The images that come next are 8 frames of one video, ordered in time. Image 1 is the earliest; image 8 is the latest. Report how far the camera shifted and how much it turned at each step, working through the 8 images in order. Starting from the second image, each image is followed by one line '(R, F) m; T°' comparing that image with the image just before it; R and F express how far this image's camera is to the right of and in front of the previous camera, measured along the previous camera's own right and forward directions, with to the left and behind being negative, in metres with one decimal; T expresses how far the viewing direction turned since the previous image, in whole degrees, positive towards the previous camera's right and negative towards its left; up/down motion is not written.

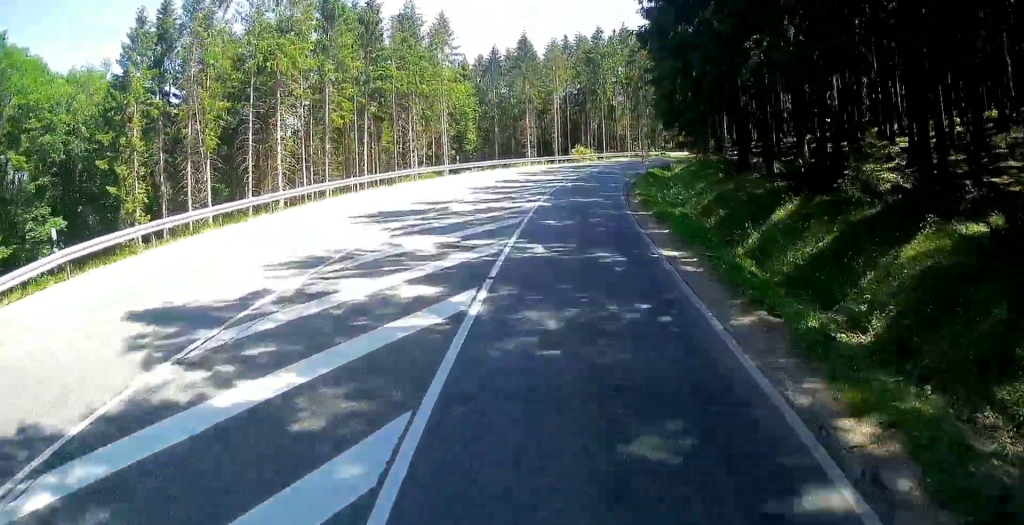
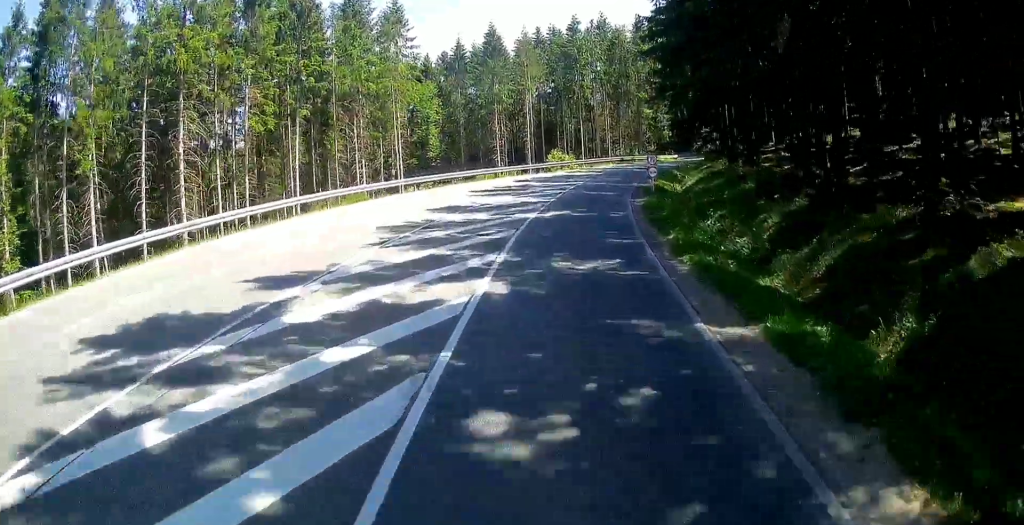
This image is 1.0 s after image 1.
(0.0, +12.0) m; 0°
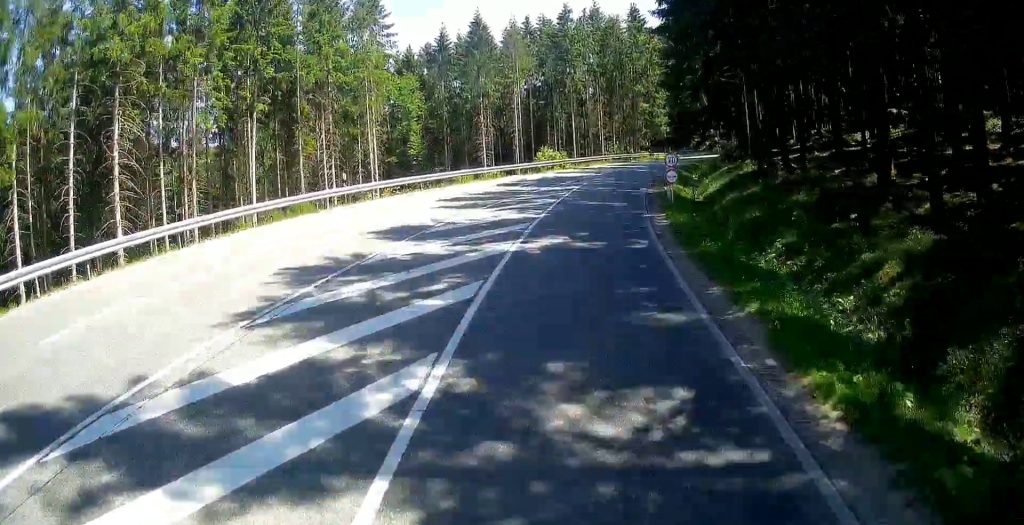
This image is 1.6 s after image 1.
(0.0, +6.5) m; 0°
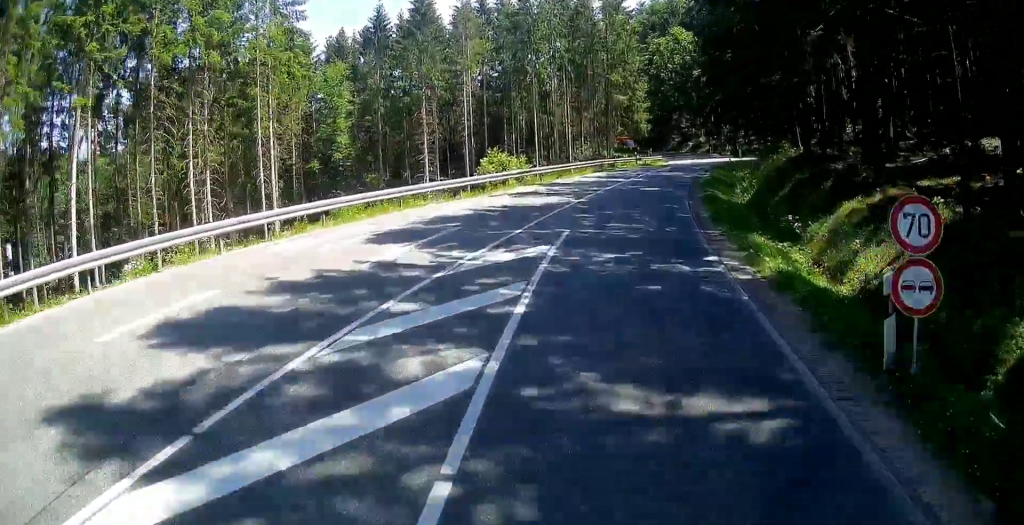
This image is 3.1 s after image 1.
(0.0, +16.8) m; 0°
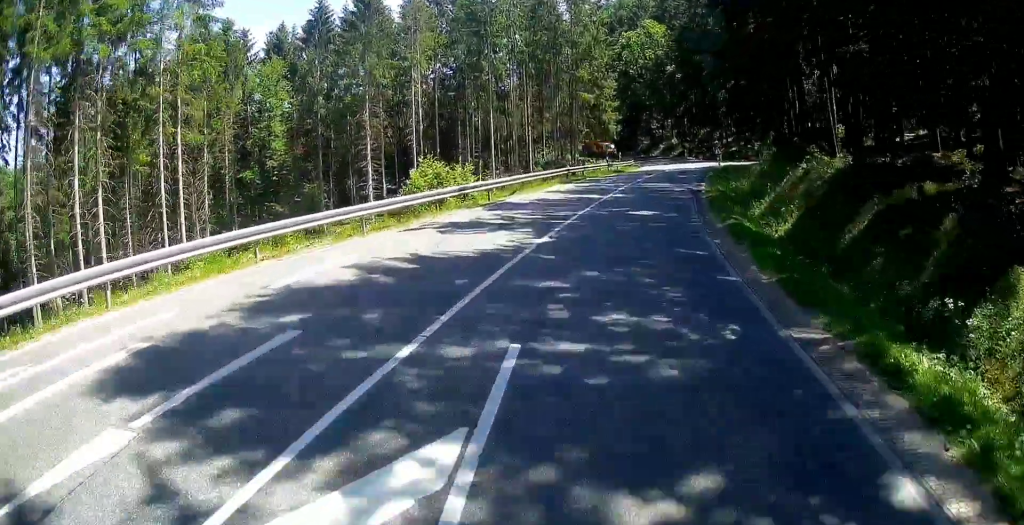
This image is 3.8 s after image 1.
(0.0, +7.8) m; 0°
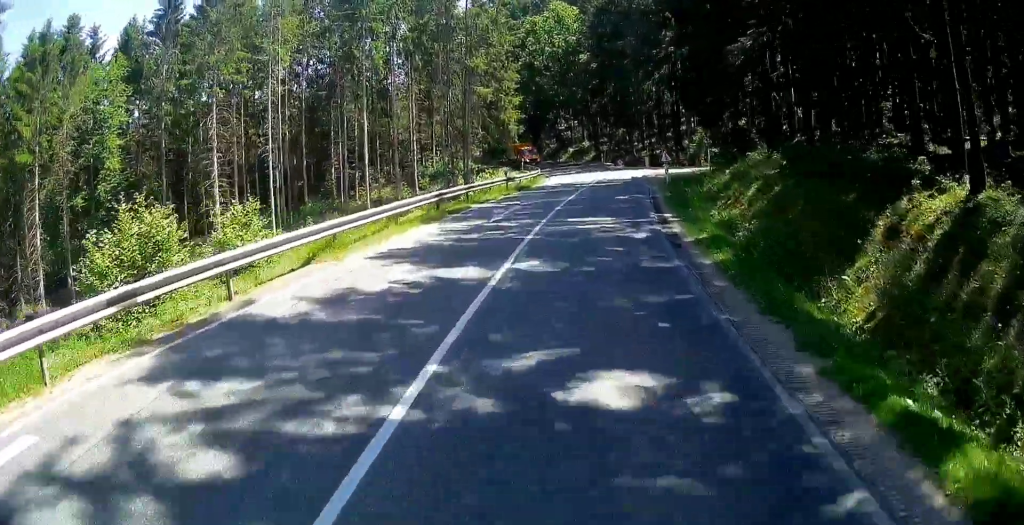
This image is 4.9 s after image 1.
(0.0, +13.0) m; +3°
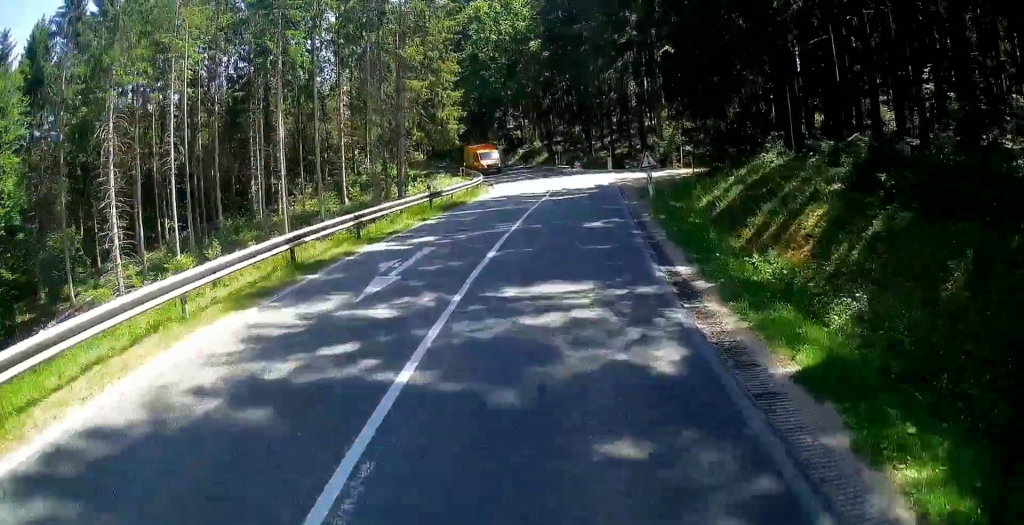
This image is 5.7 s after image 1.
(+0.3, +8.5) m; +7°
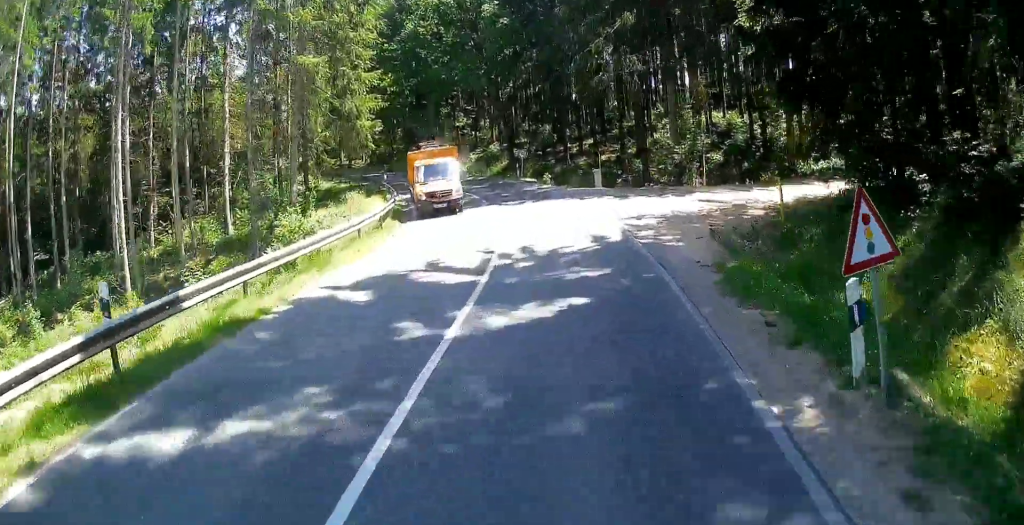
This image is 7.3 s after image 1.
(+2.1, +17.1) m; +10°
